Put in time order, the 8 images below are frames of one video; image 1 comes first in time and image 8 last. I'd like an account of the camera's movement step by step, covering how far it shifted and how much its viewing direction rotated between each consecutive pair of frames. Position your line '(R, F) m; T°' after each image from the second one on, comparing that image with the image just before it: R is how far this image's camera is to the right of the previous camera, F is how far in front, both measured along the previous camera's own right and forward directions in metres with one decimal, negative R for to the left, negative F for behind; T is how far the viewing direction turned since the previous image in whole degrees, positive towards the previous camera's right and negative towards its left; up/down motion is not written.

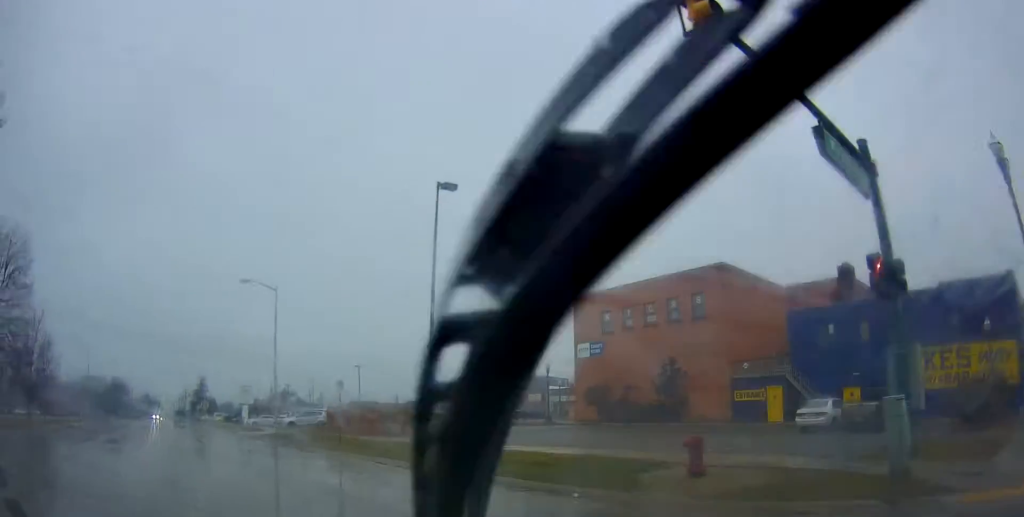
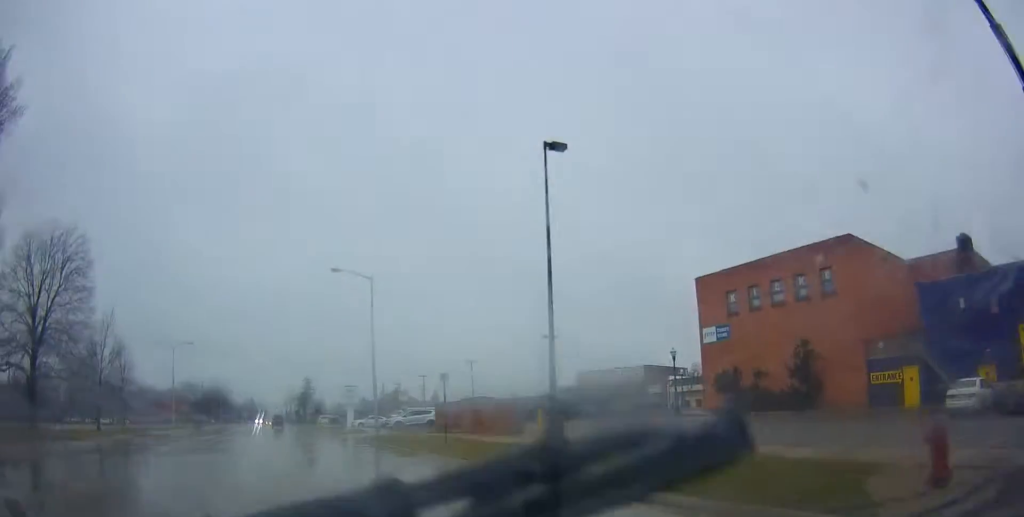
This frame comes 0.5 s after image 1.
(-0.4, +3.2) m; -8°
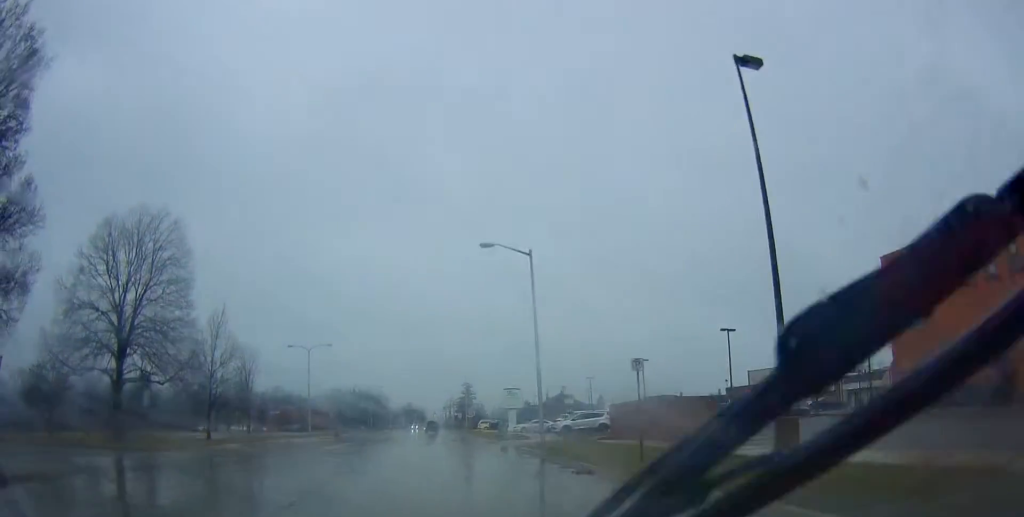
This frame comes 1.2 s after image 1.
(-0.3, +5.0) m; -11°
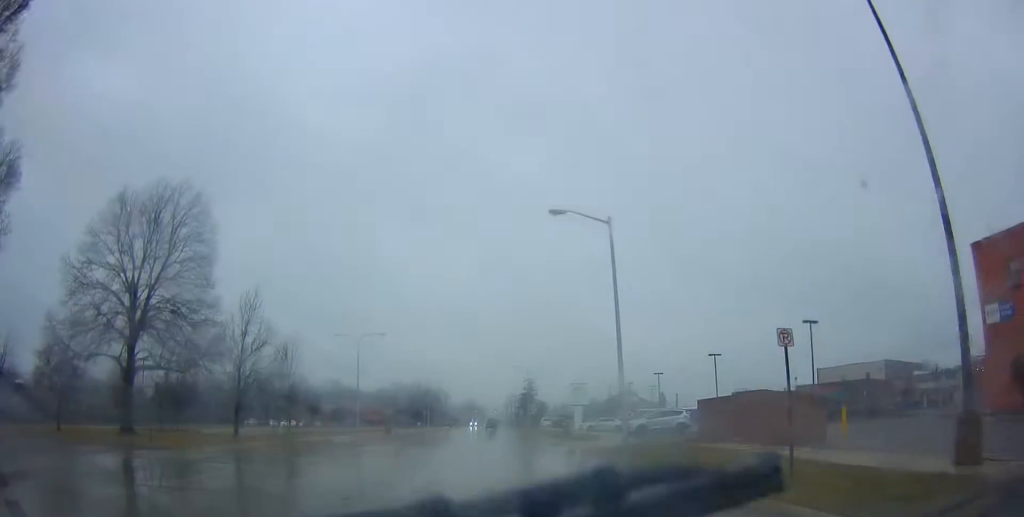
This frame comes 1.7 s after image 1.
(-0.6, +4.4) m; -3°
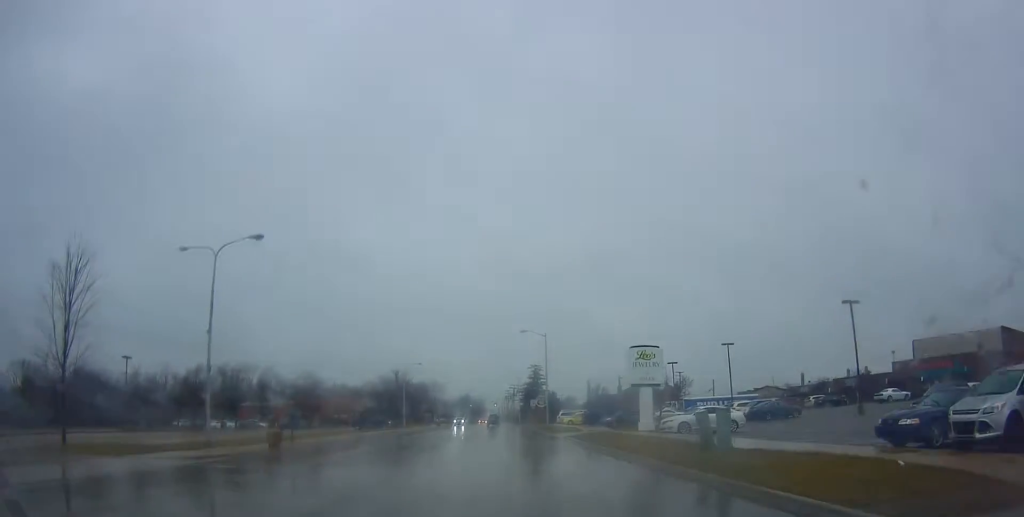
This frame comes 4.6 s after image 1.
(-3.0, +29.5) m; -7°
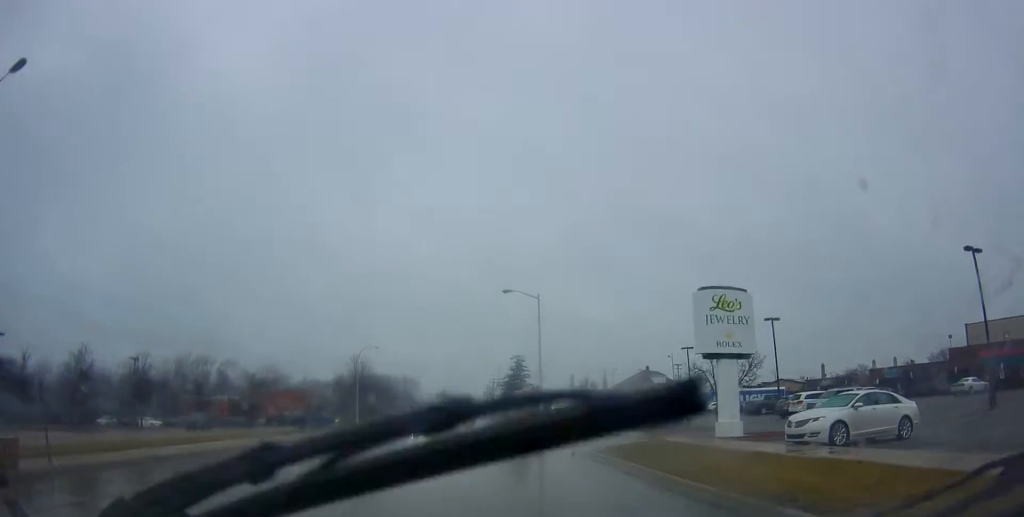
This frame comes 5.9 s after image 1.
(-0.1, +16.5) m; +2°
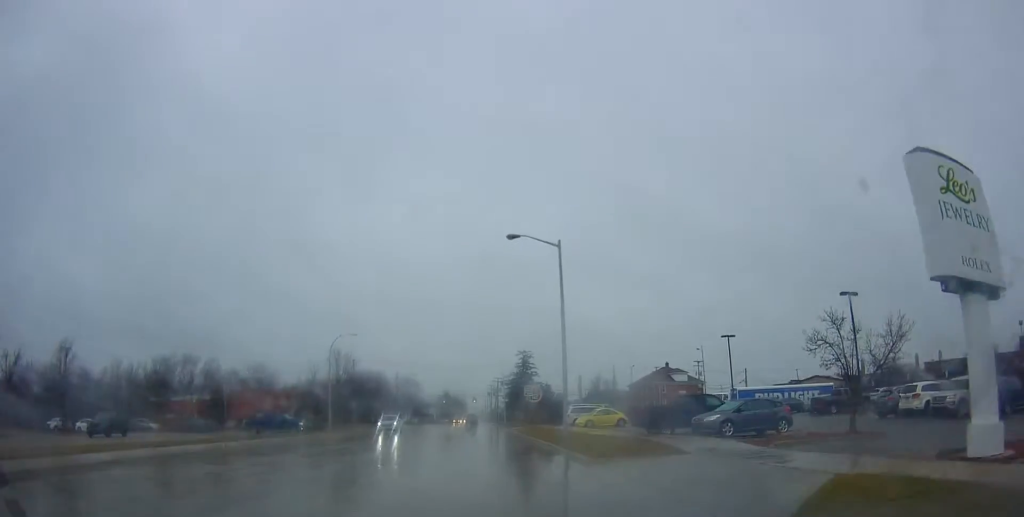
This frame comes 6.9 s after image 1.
(+0.7, +12.6) m; 0°
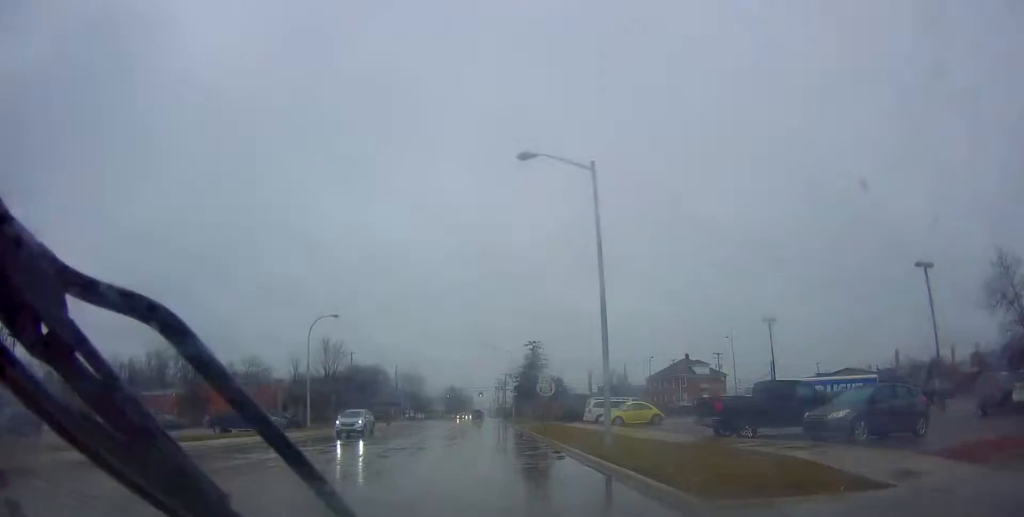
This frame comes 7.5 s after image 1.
(-0.2, +8.3) m; -1°
